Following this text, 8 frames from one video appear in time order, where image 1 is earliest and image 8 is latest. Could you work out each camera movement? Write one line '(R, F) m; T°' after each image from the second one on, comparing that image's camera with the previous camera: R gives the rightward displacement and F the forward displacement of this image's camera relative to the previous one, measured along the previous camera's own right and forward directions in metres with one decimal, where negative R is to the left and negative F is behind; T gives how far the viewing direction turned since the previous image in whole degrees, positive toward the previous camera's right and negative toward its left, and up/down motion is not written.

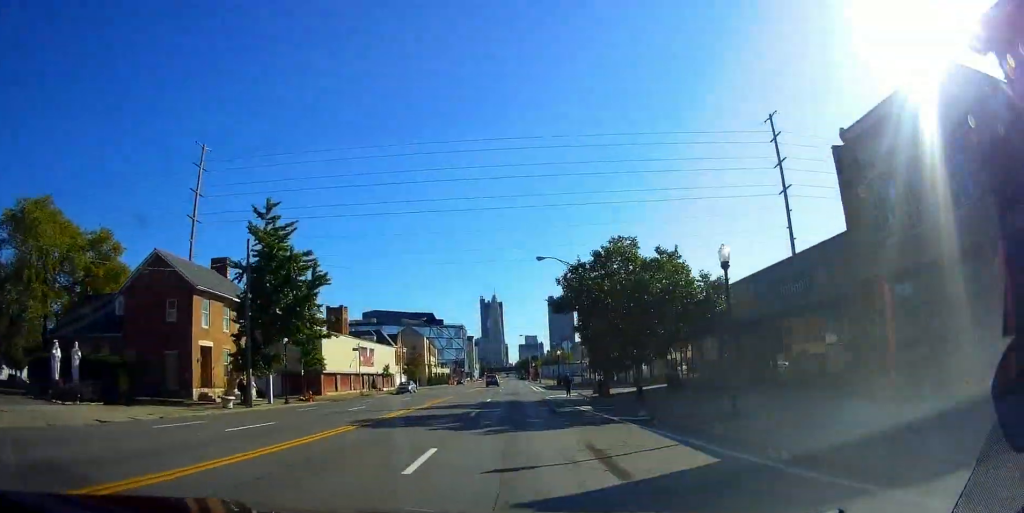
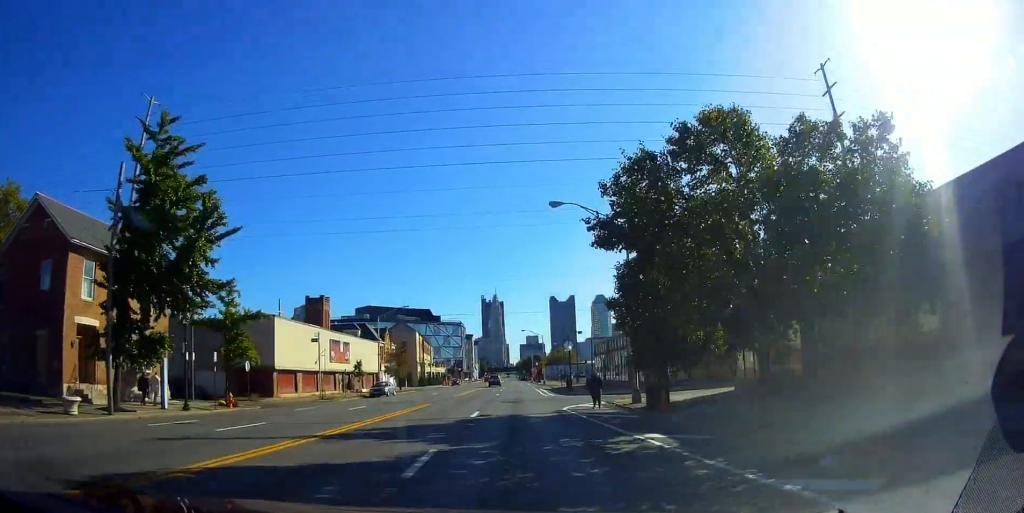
(+0.1, +12.4) m; +2°
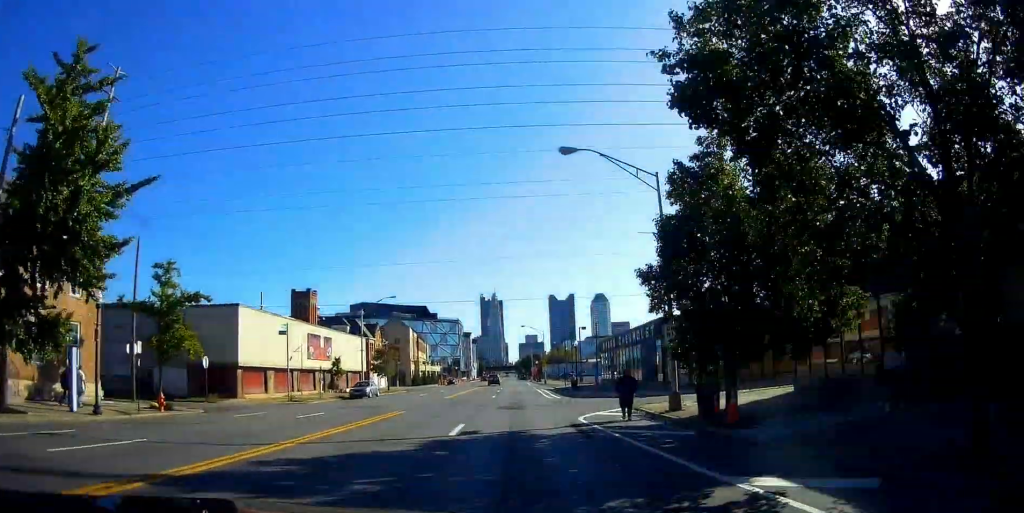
(+0.2, +6.2) m; +2°
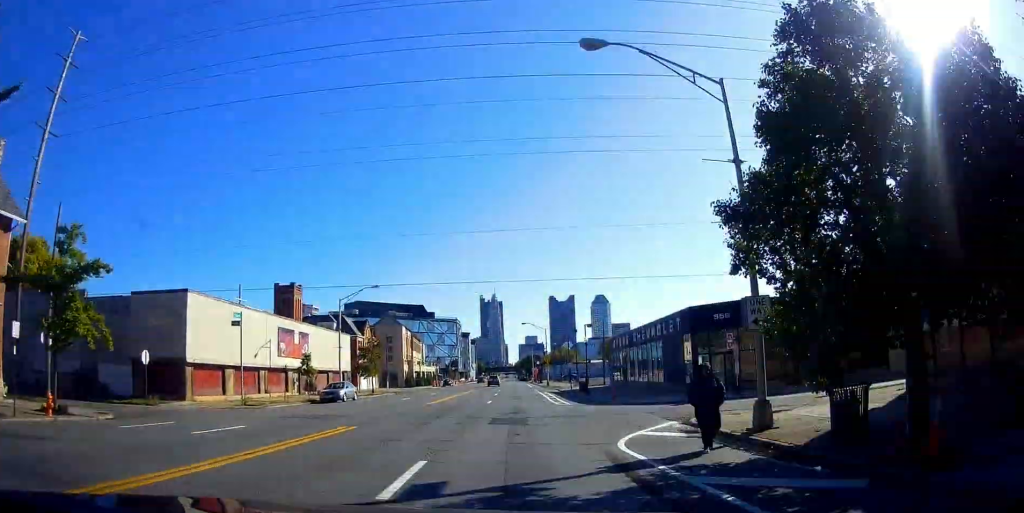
(0.0, +7.2) m; -1°
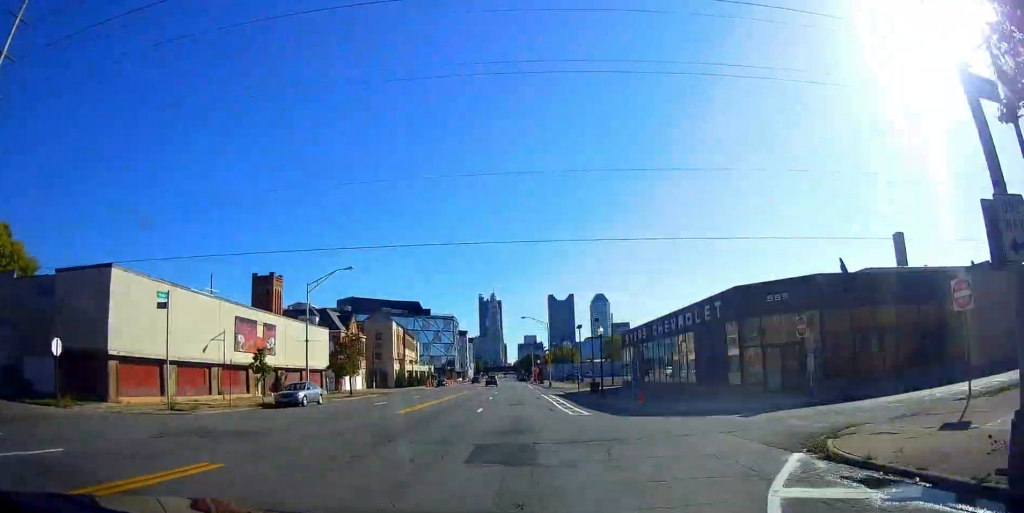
(+0.2, +7.6) m; -2°
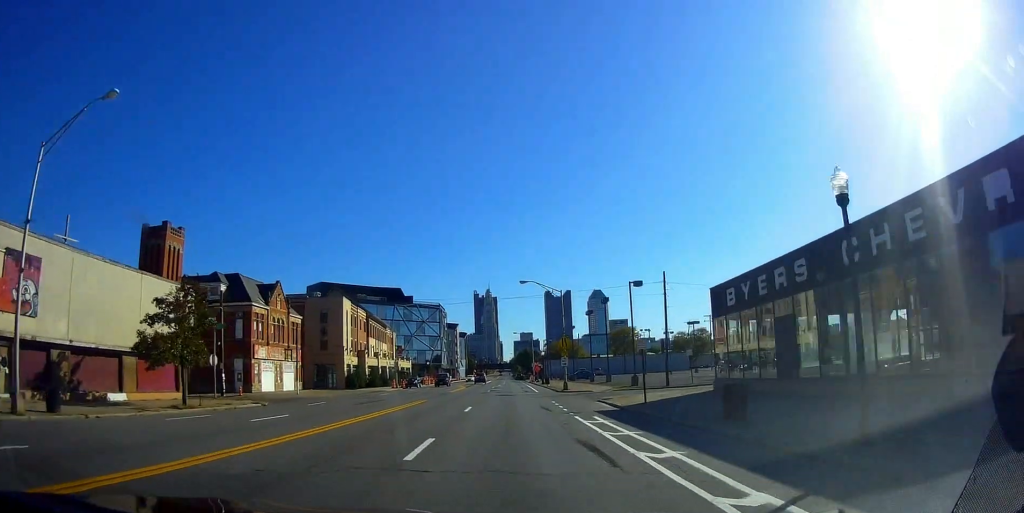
(-0.2, +26.7) m; +3°
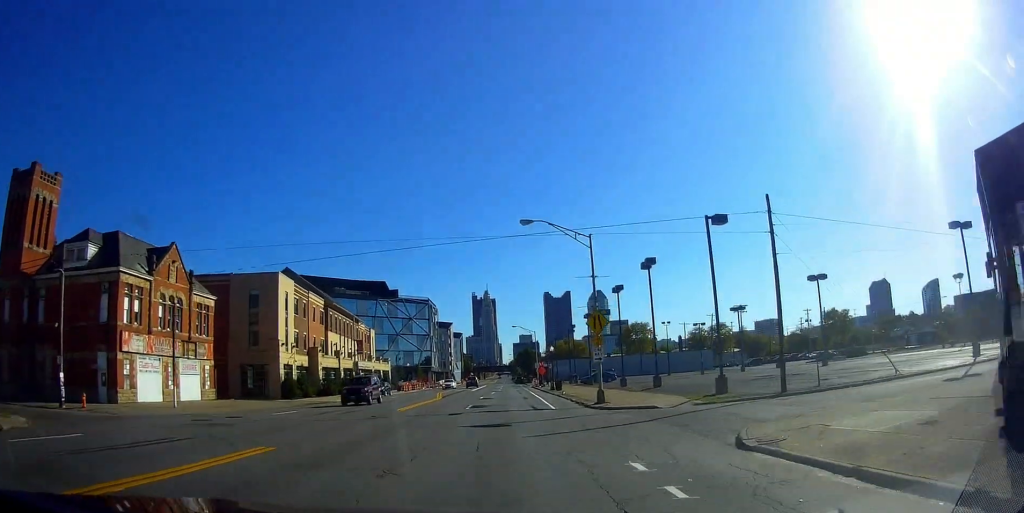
(+0.3, +19.8) m; +1°
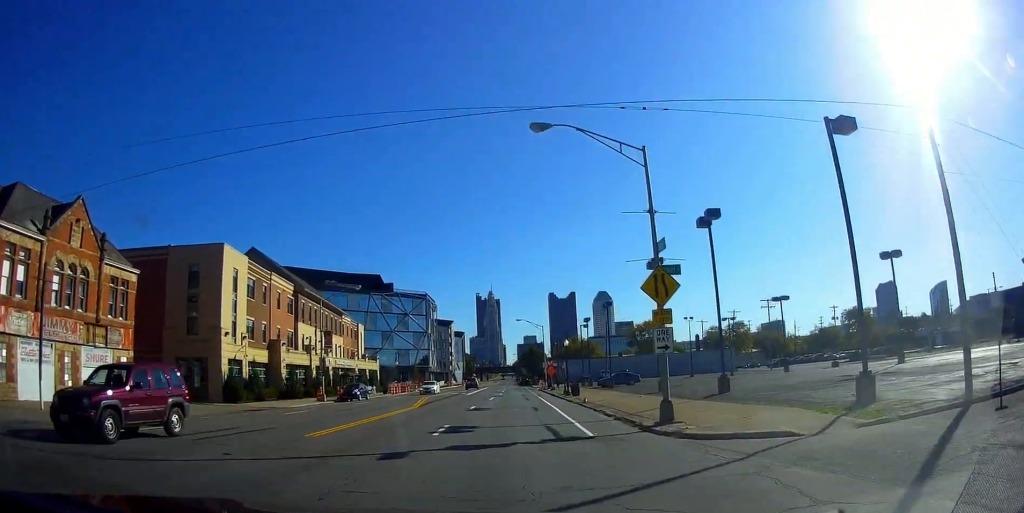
(+0.1, +11.1) m; 0°
